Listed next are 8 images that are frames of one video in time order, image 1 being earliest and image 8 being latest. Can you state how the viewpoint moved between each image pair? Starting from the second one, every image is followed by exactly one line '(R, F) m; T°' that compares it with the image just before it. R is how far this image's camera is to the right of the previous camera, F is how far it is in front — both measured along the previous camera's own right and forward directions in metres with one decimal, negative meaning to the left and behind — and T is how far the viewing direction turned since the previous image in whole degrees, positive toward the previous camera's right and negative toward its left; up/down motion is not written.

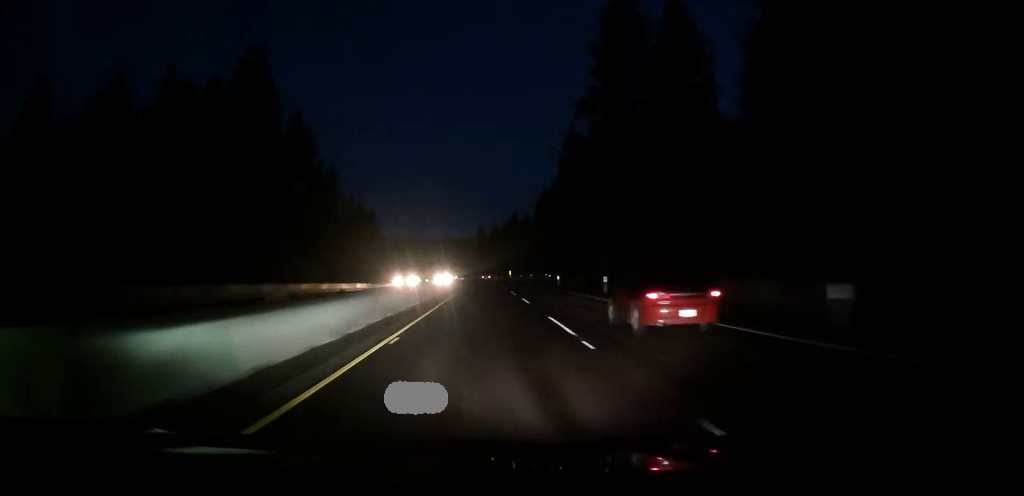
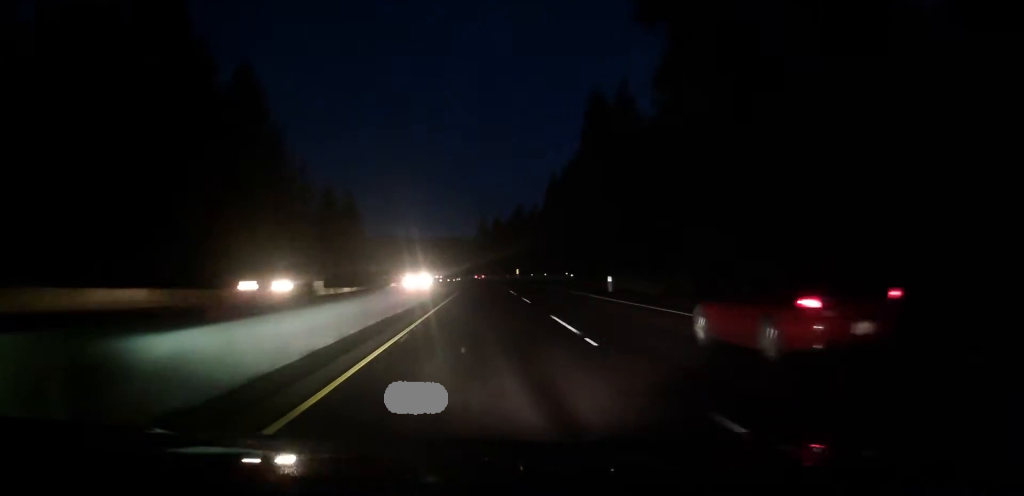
(+0.3, +27.1) m; 0°
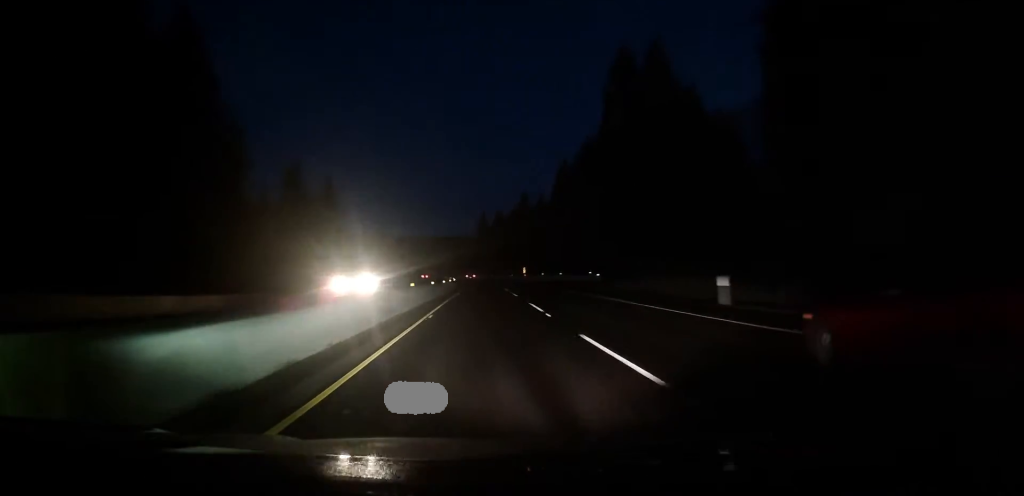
(+0.1, +19.8) m; 0°
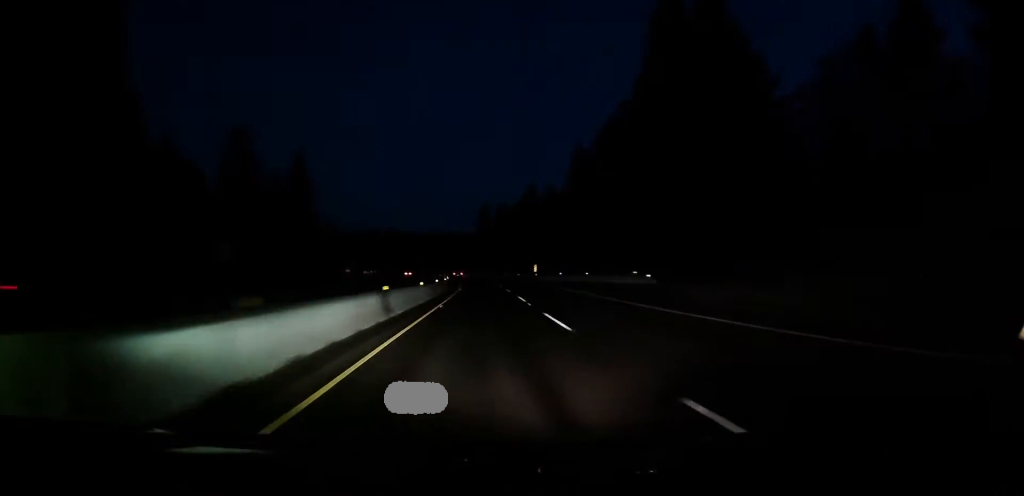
(-0.3, +20.4) m; 0°
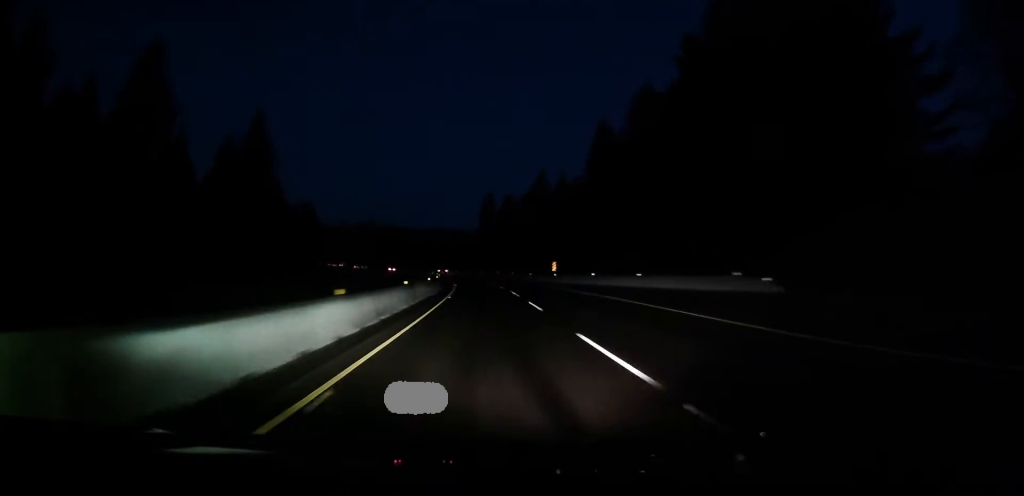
(0.0, +20.2) m; 0°
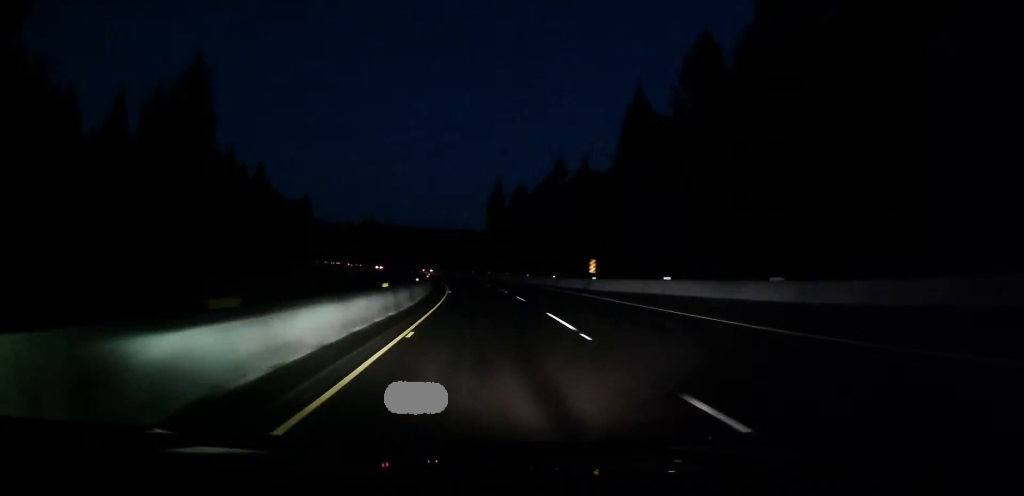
(+0.2, +19.9) m; +1°
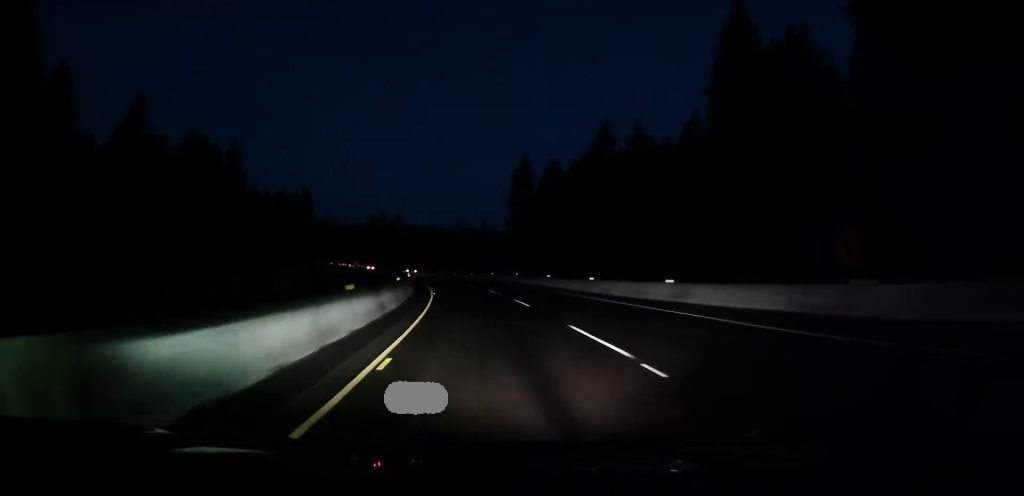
(+0.1, +31.4) m; -1°
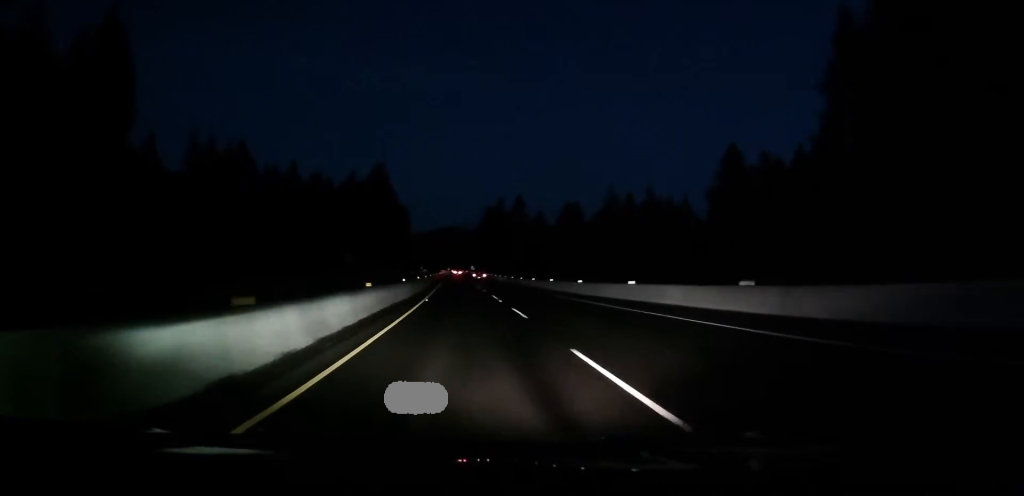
(-3.6, +82.3) m; -6°
